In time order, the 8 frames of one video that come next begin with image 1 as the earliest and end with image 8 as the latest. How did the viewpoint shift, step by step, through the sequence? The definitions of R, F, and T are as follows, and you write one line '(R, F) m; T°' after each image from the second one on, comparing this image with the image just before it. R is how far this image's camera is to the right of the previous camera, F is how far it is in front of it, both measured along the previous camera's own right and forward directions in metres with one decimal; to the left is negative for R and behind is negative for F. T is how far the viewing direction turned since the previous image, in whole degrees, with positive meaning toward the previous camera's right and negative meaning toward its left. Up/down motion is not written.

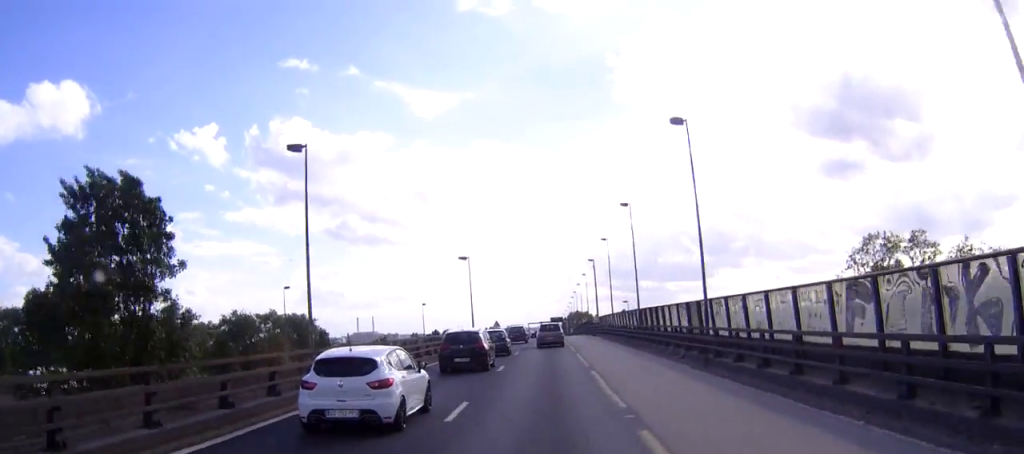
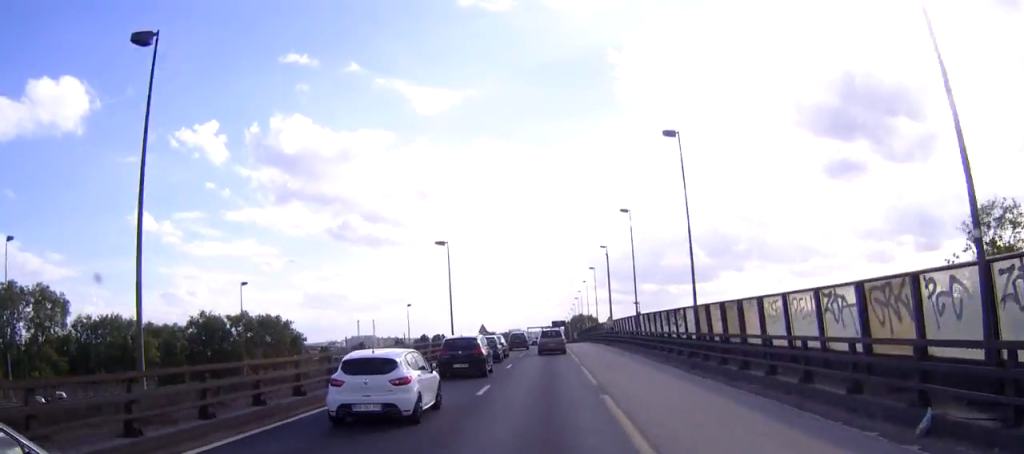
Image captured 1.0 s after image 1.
(-0.1, +19.0) m; 0°
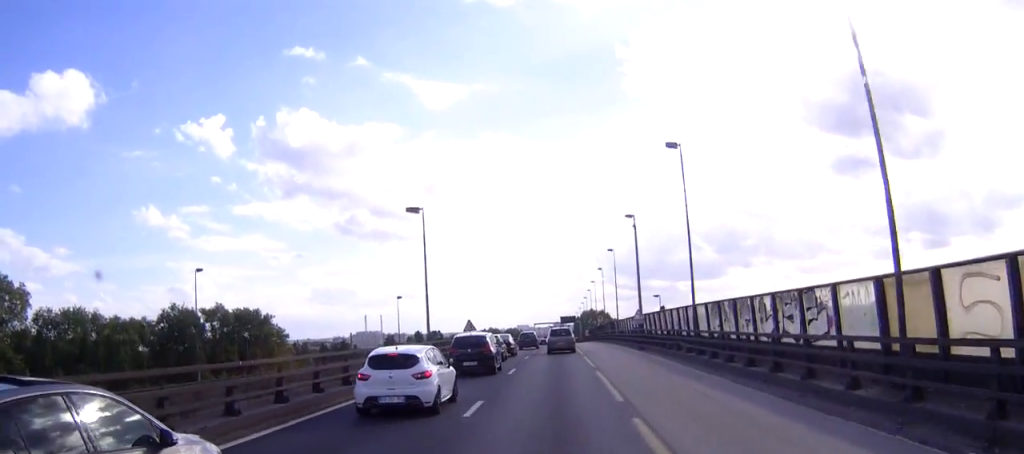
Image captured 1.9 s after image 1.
(0.0, +17.6) m; 0°
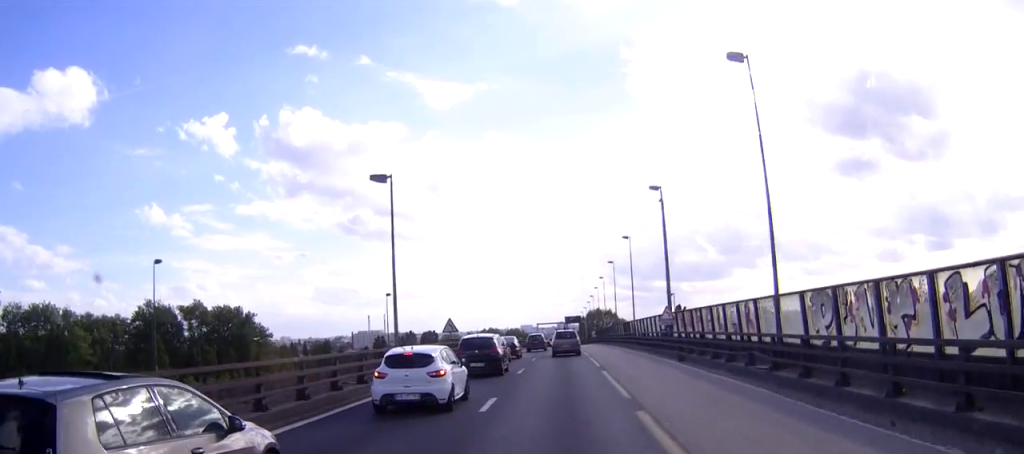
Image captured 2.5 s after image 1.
(-0.1, +11.7) m; 0°
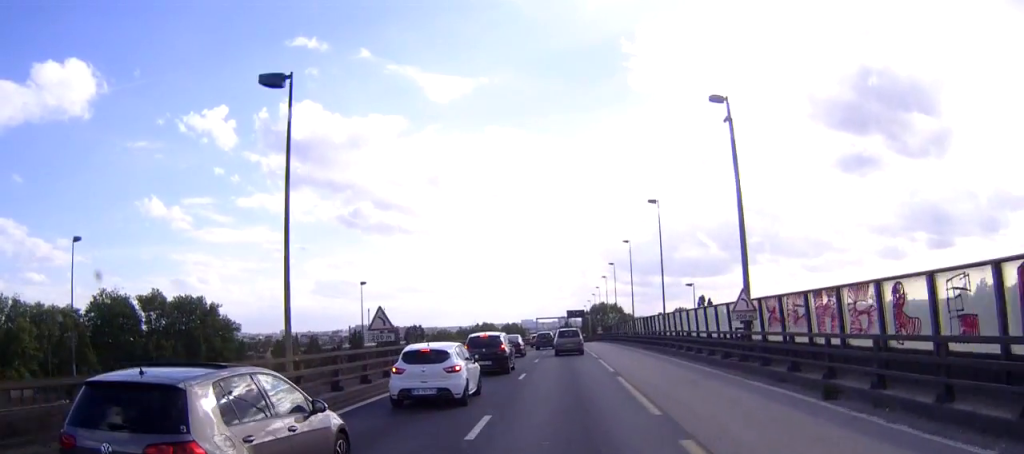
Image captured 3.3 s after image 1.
(0.0, +16.8) m; 0°
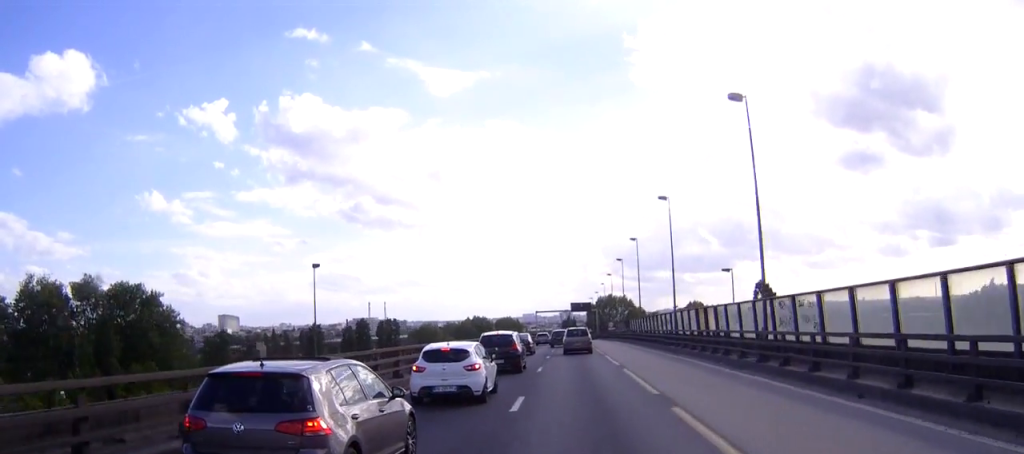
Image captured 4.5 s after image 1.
(0.0, +22.2) m; 0°
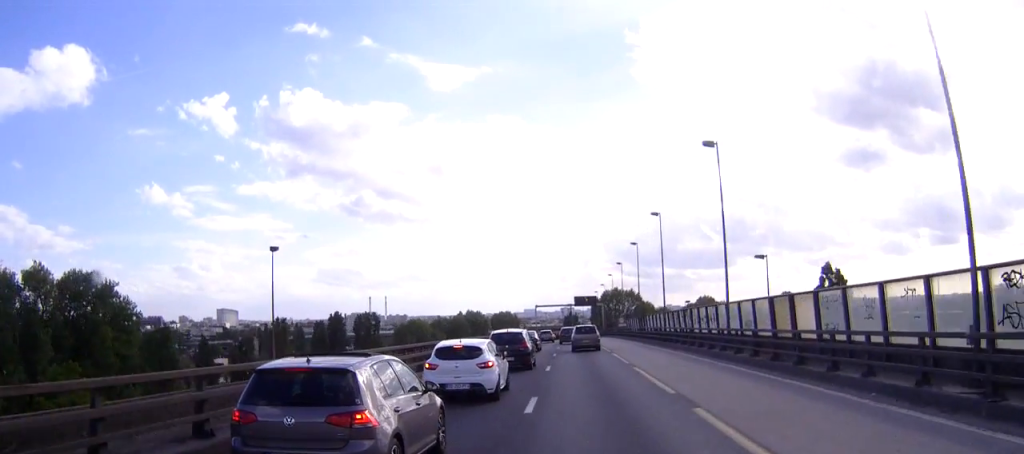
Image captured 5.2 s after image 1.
(+0.1, +13.5) m; 0°
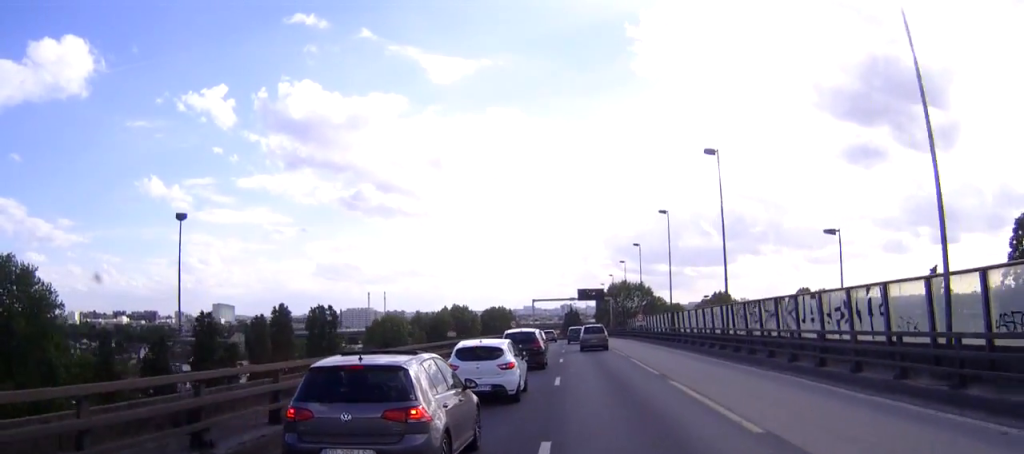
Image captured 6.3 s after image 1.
(0.0, +19.2) m; 0°
